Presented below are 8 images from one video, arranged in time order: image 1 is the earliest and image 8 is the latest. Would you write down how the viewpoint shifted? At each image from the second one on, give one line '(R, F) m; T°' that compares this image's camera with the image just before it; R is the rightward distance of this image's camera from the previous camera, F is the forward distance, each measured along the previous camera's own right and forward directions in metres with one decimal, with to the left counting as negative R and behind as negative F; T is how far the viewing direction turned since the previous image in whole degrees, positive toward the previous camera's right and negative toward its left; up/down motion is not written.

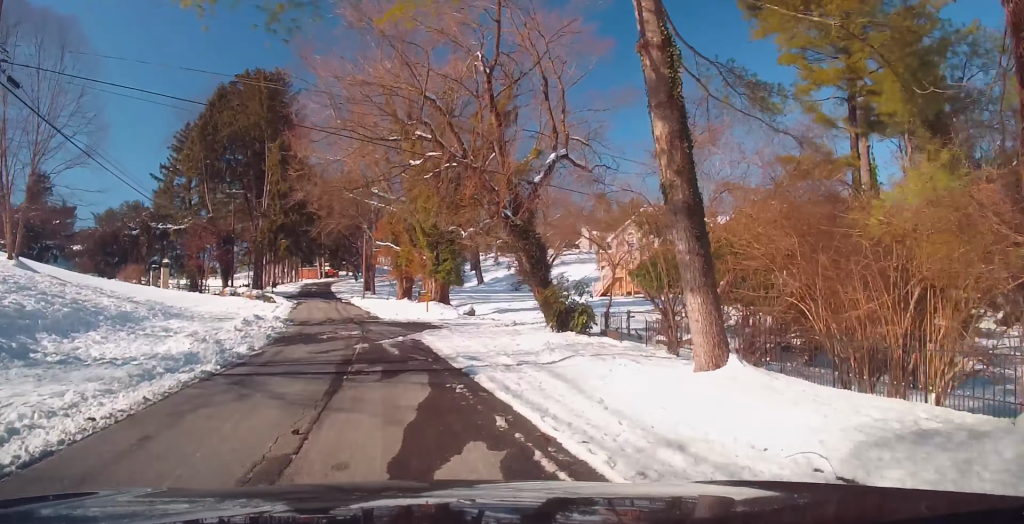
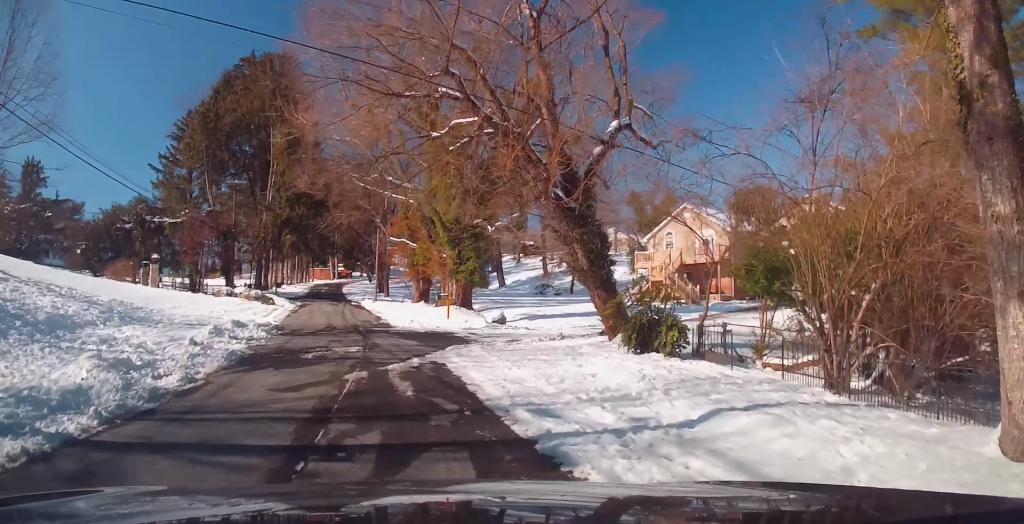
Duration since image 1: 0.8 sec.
(0.0, +5.4) m; 0°
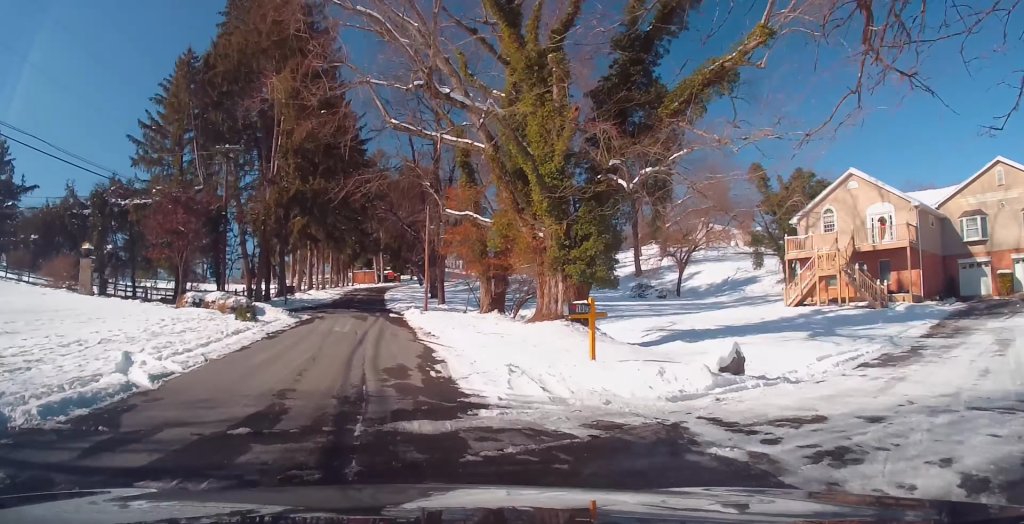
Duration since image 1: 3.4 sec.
(+0.1, +17.1) m; -2°
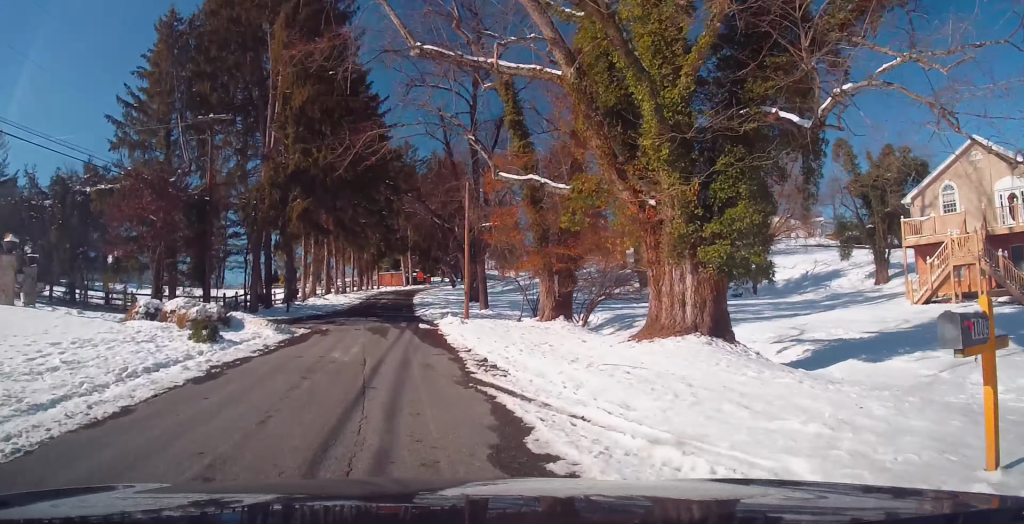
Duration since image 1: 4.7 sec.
(-0.3, +8.4) m; -2°
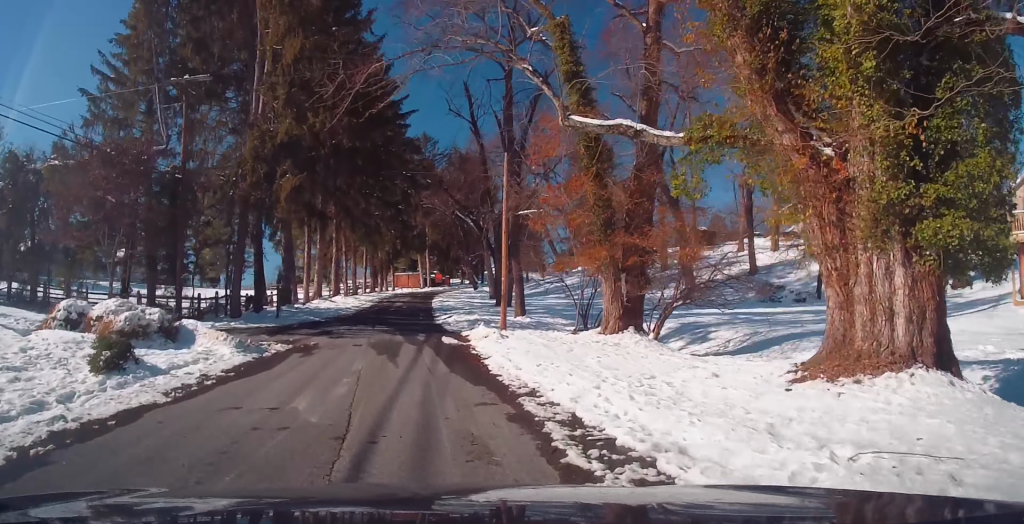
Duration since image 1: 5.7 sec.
(-0.1, +6.3) m; -1°
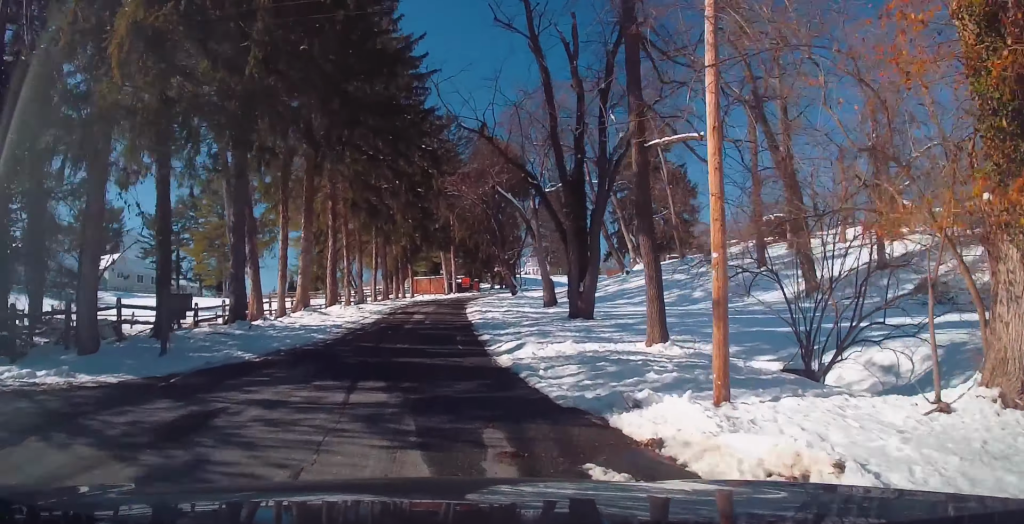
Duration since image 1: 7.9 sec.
(-0.3, +13.1) m; +1°
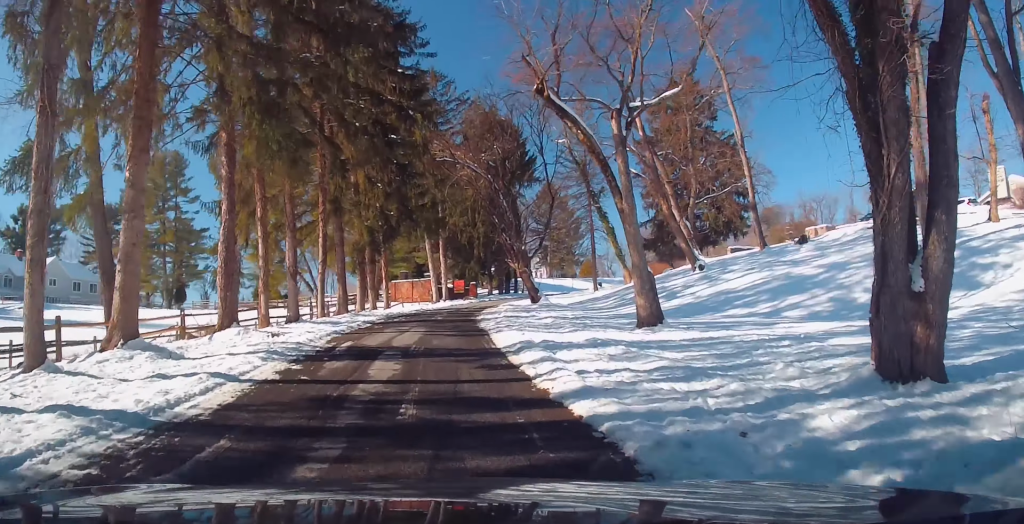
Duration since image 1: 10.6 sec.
(+0.5, +17.0) m; +2°
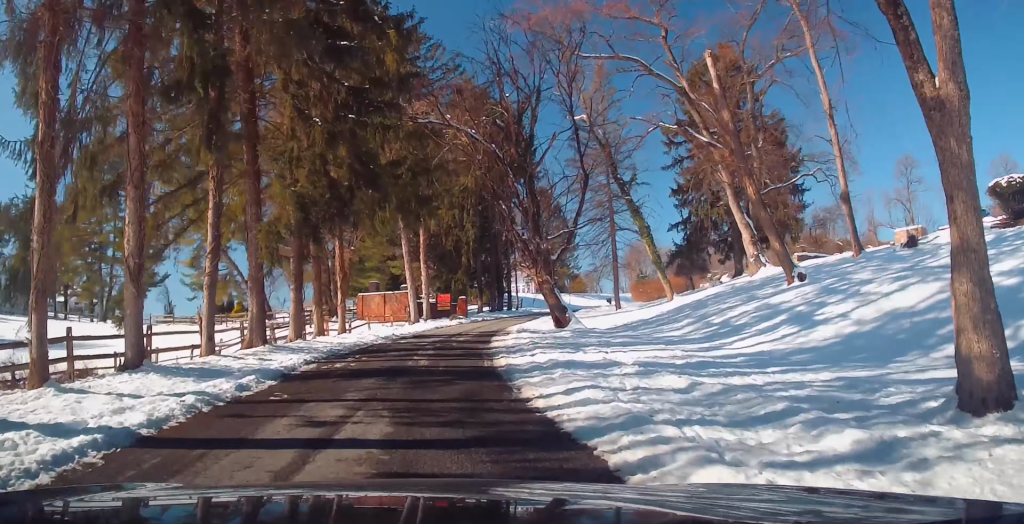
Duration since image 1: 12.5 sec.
(+0.2, +12.4) m; +2°
